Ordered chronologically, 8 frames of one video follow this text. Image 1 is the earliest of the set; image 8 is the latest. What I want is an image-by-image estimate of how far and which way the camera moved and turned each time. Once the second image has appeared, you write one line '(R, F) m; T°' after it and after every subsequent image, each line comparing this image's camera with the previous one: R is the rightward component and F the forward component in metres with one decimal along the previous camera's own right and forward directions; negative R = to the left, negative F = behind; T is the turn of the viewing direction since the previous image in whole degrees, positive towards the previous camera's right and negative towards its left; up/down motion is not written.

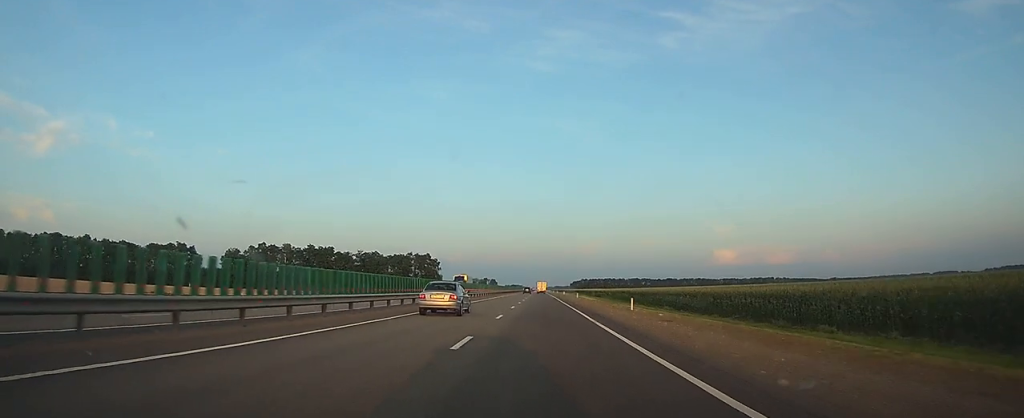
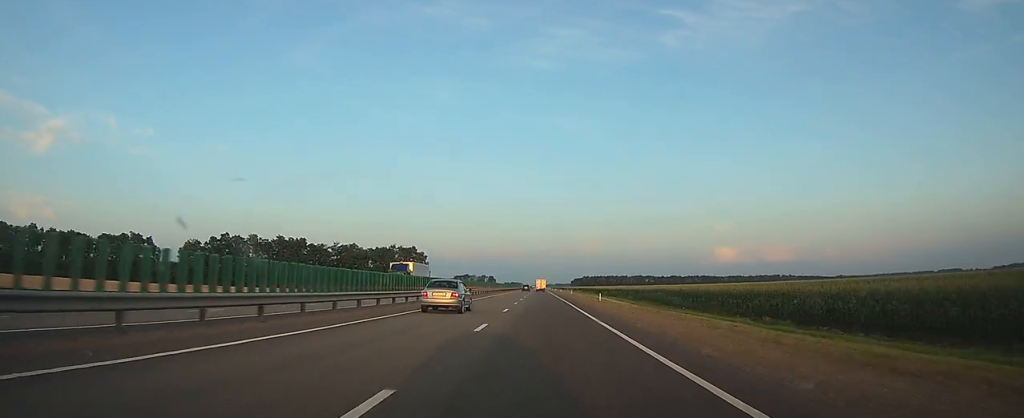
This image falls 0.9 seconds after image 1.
(0.0, +31.9) m; 0°
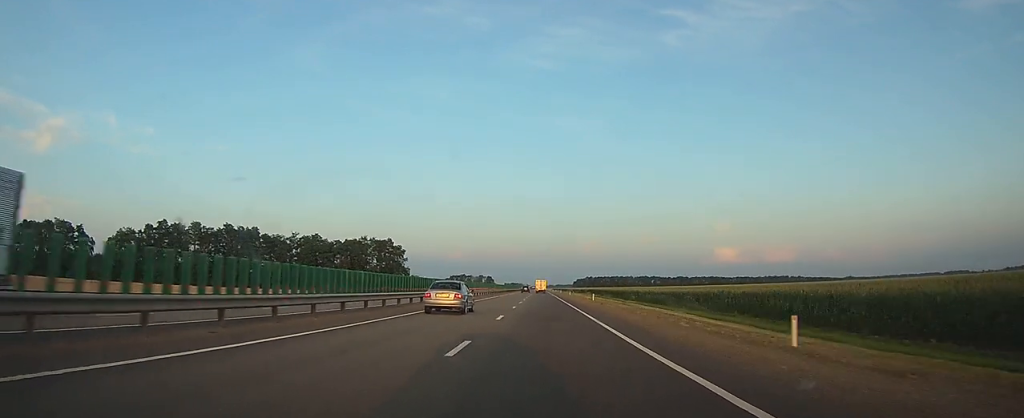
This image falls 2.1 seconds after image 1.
(-0.1, +41.3) m; 0°
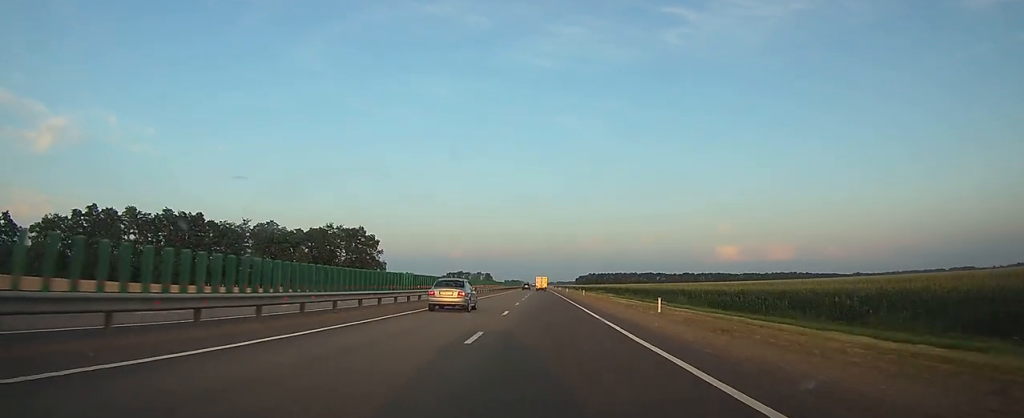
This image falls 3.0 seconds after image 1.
(0.0, +34.3) m; 0°
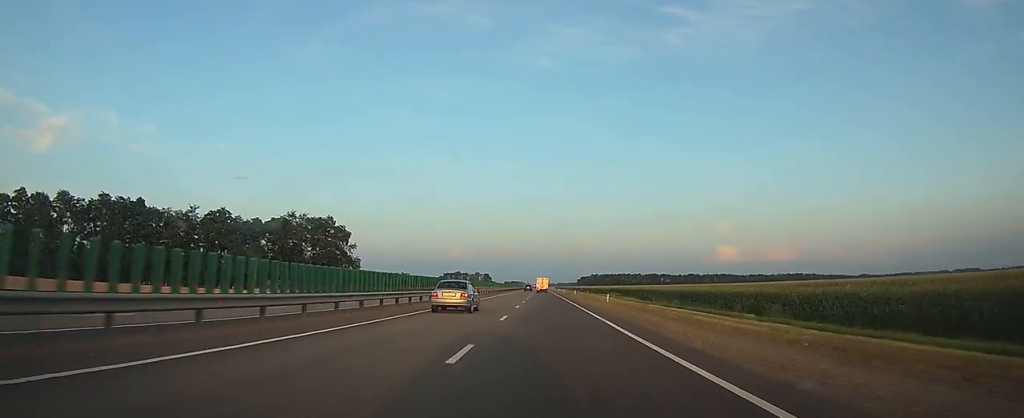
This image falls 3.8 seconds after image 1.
(0.0, +27.2) m; 0°
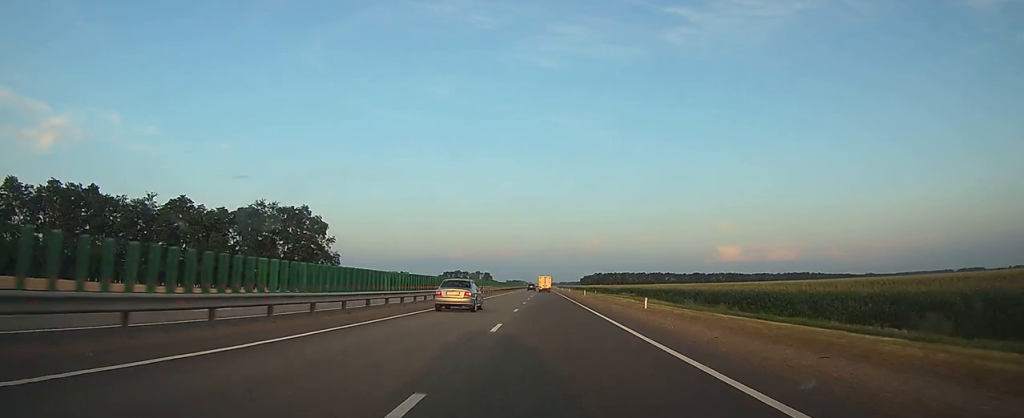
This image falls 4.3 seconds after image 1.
(+0.1, +17.8) m; 0°
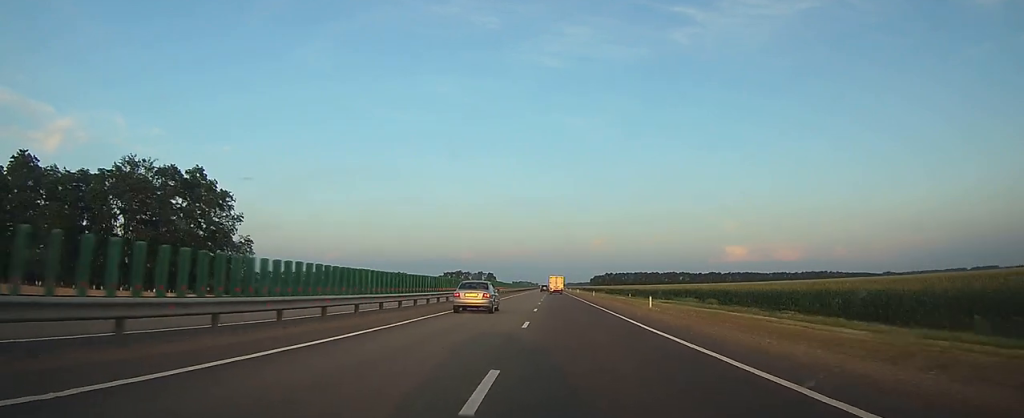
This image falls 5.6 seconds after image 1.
(-0.3, +46.1) m; 0°
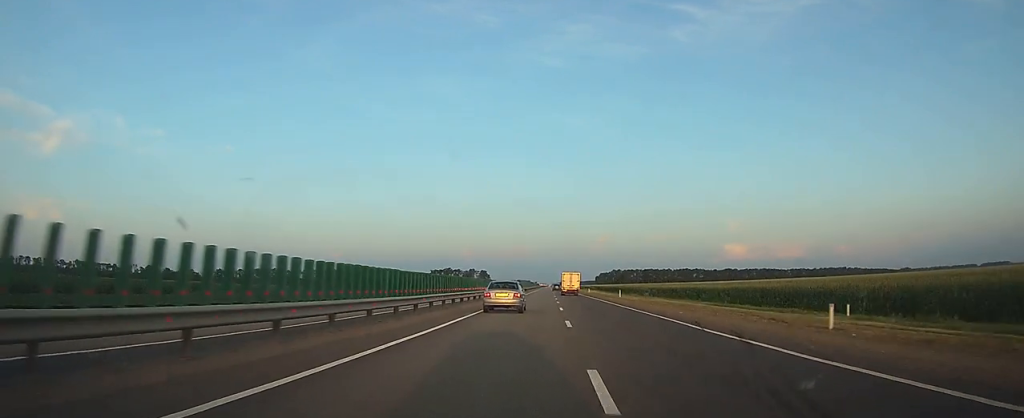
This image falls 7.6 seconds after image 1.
(-0.5, +71.9) m; 0°
